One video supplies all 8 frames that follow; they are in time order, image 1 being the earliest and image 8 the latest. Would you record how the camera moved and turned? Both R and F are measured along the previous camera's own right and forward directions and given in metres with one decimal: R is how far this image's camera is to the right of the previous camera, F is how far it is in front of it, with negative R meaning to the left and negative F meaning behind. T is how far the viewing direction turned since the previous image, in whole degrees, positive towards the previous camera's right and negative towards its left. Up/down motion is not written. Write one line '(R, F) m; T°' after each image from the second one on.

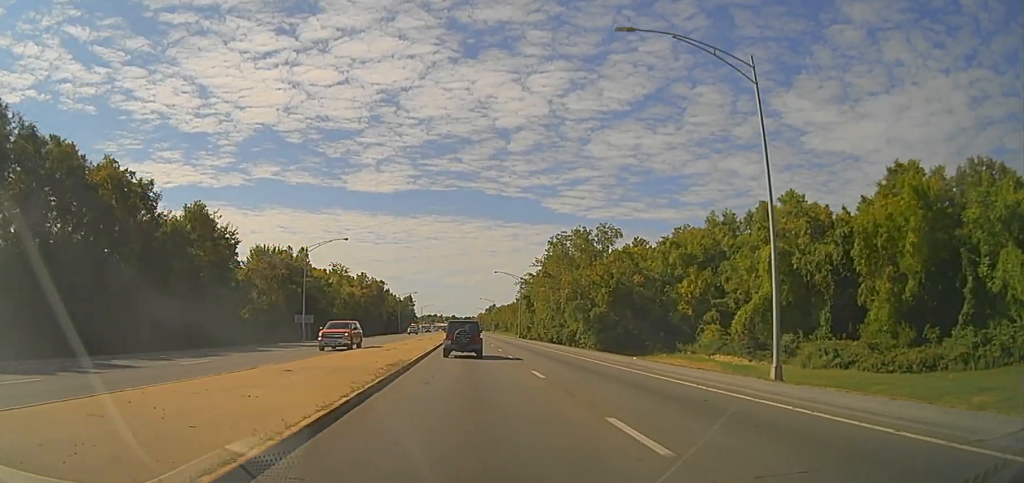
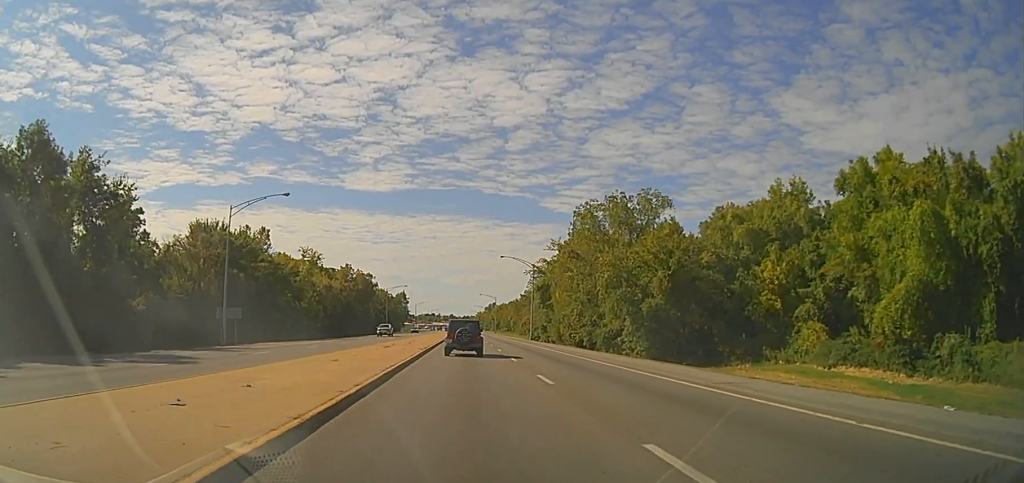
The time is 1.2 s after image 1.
(0.0, +26.5) m; 0°
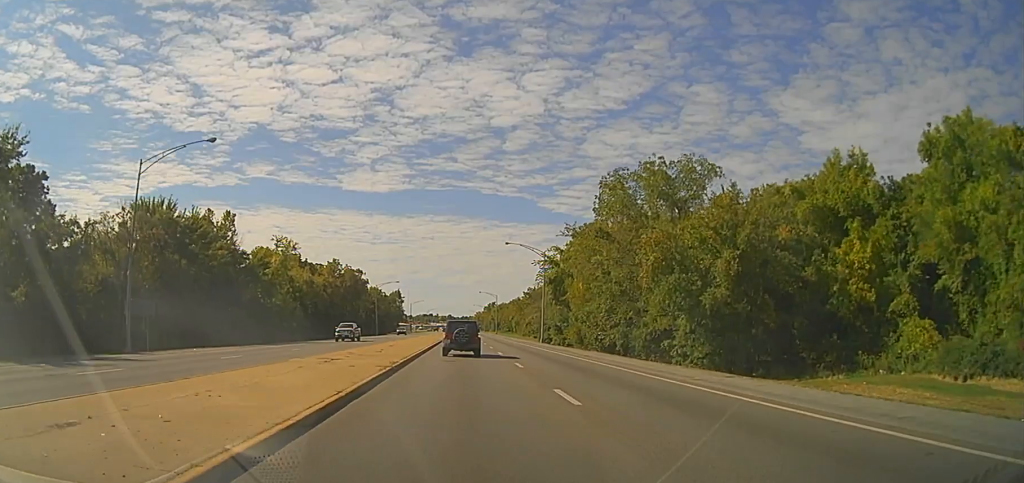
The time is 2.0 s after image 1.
(0.0, +16.5) m; 0°
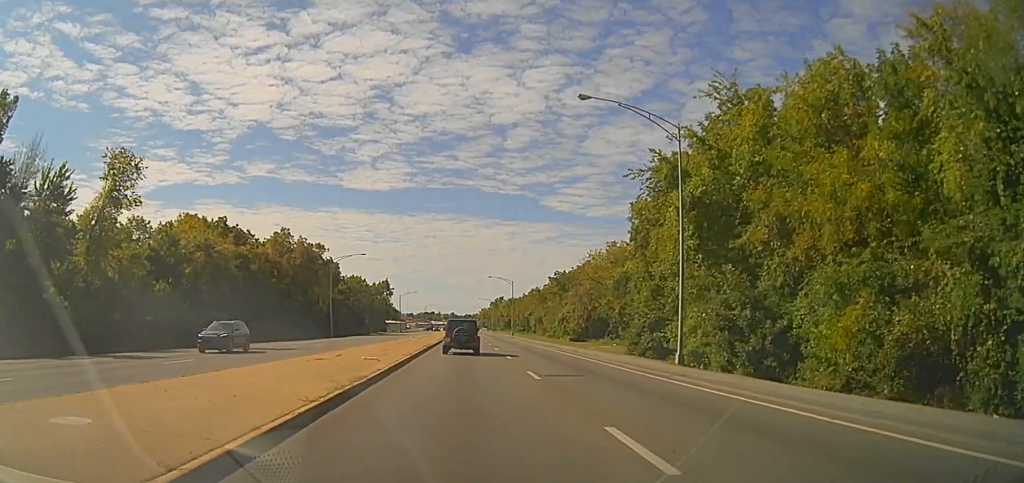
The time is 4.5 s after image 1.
(-0.4, +54.7) m; 0°
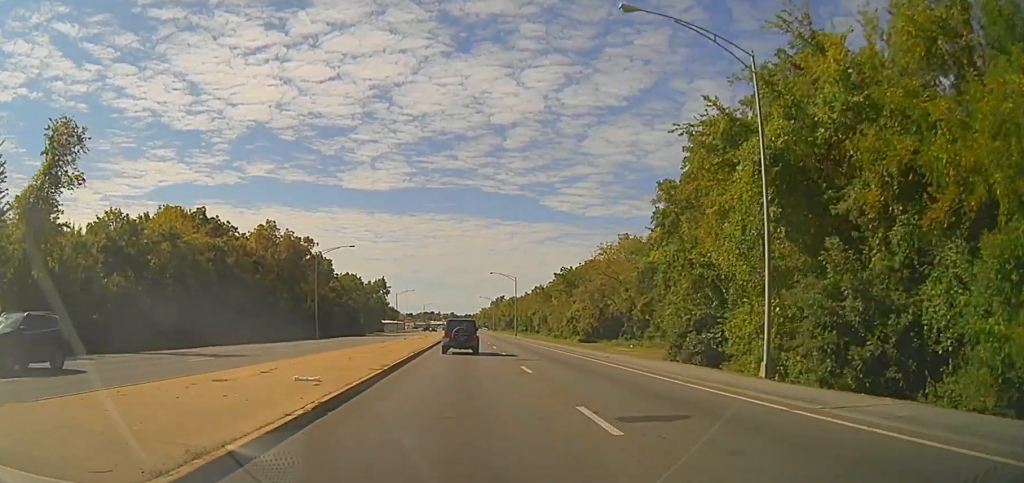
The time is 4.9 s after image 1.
(+0.2, +9.7) m; 0°
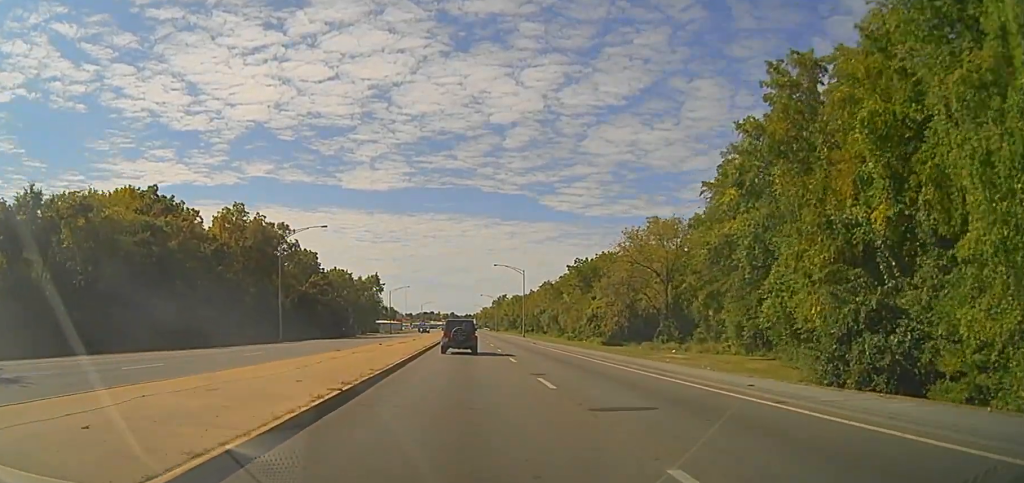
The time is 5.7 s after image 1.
(+0.3, +17.8) m; 0°
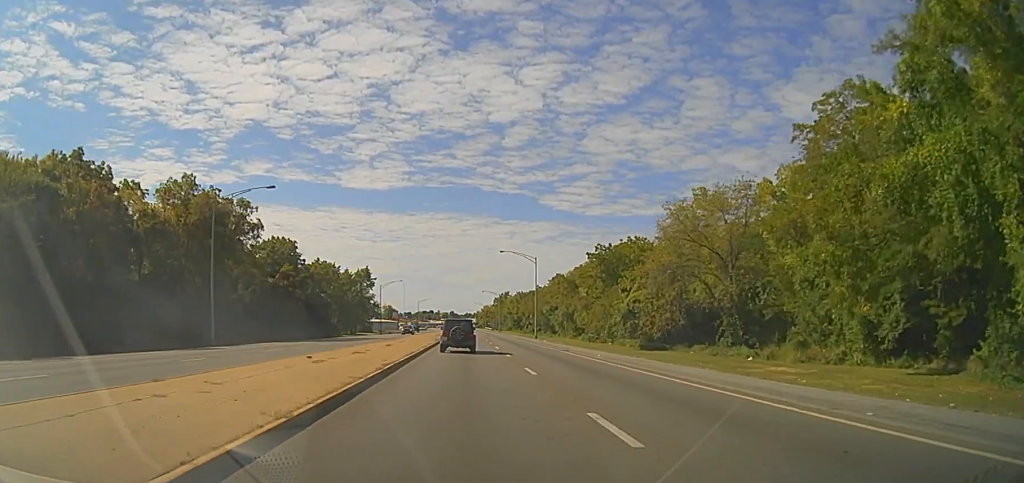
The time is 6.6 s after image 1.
(-0.2, +20.2) m; -1°
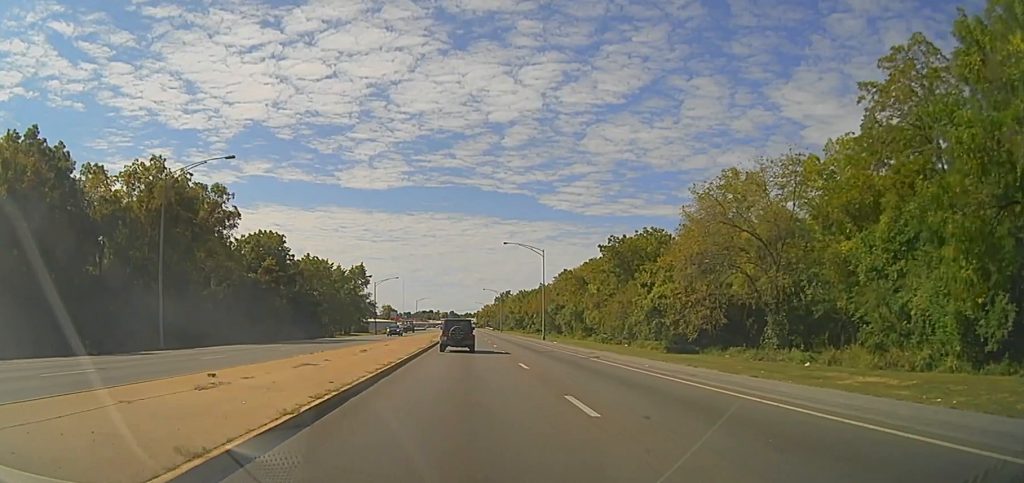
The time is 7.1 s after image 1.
(-0.2, +9.7) m; 0°
